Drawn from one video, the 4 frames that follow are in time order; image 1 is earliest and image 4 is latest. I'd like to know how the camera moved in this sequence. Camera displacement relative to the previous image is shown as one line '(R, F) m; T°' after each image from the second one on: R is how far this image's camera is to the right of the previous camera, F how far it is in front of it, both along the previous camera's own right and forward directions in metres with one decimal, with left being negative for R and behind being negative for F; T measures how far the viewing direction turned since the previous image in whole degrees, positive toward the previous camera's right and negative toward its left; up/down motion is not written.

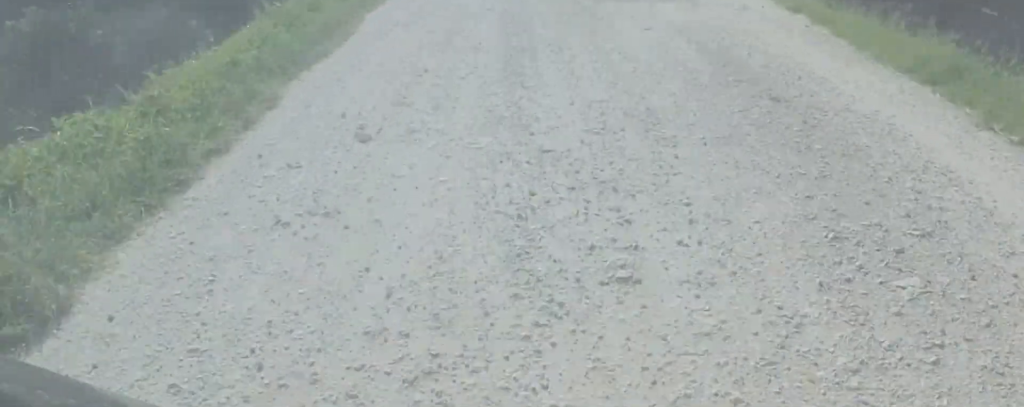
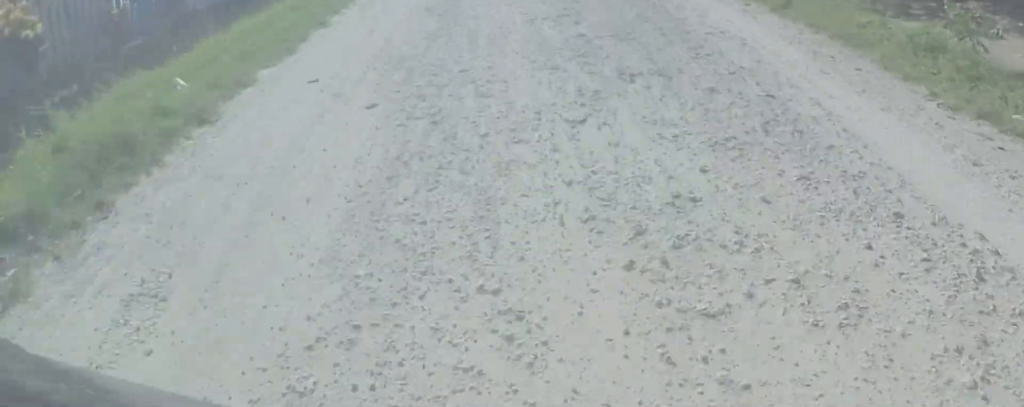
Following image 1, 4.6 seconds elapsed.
(-0.2, +33.6) m; -3°
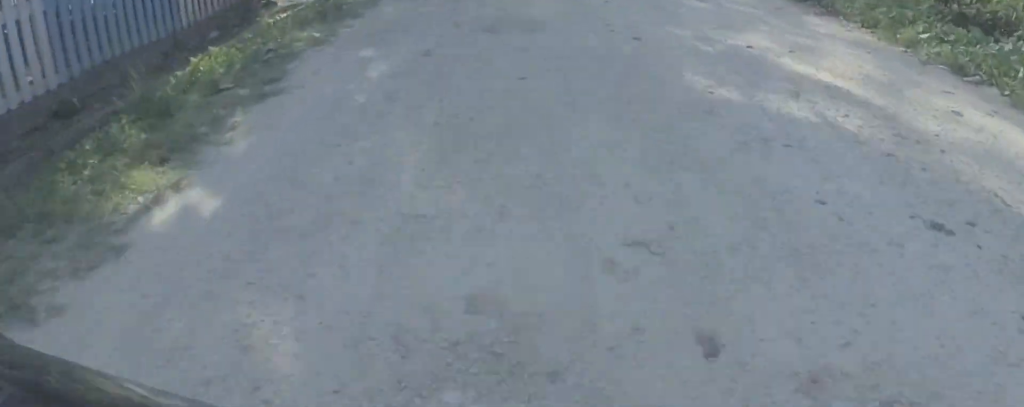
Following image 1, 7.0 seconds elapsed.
(0.0, +16.6) m; 0°
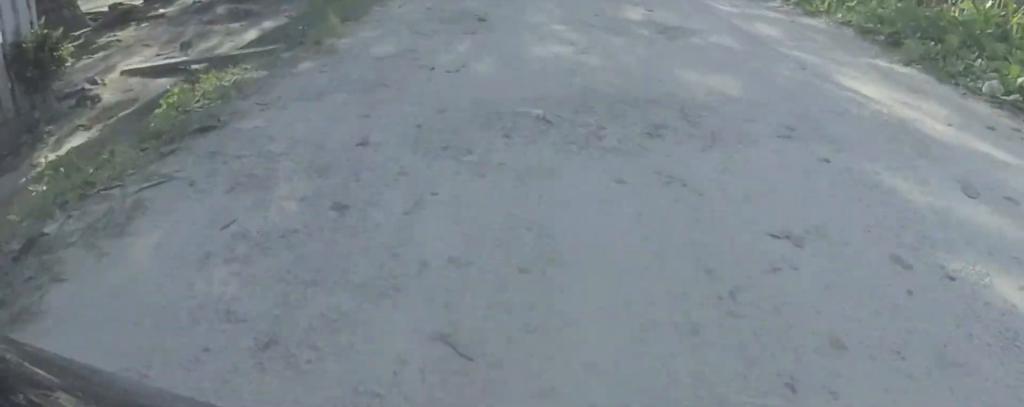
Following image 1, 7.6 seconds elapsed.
(0.0, +4.2) m; 0°
